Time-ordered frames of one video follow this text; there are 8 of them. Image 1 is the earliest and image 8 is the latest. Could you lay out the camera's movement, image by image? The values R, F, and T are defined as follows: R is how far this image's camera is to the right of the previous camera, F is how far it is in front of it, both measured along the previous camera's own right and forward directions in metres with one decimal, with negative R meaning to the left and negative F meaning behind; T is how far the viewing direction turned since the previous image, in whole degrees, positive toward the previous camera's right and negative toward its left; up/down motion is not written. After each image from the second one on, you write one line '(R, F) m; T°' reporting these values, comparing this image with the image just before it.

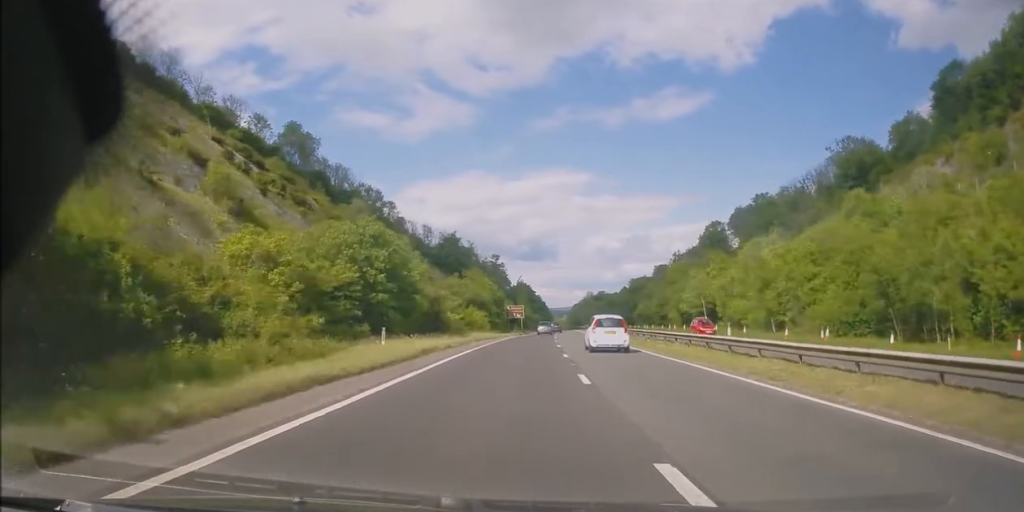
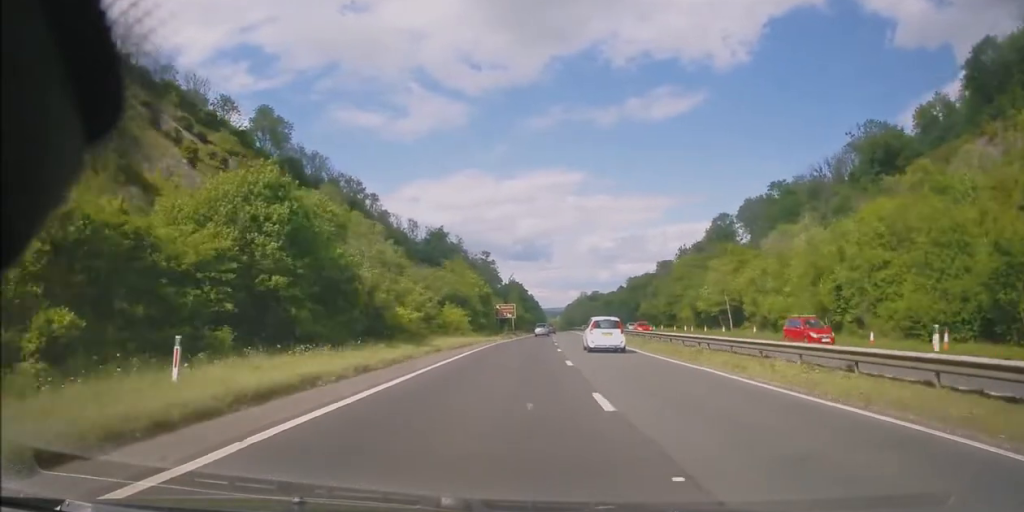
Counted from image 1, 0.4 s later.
(0.0, +12.8) m; 0°
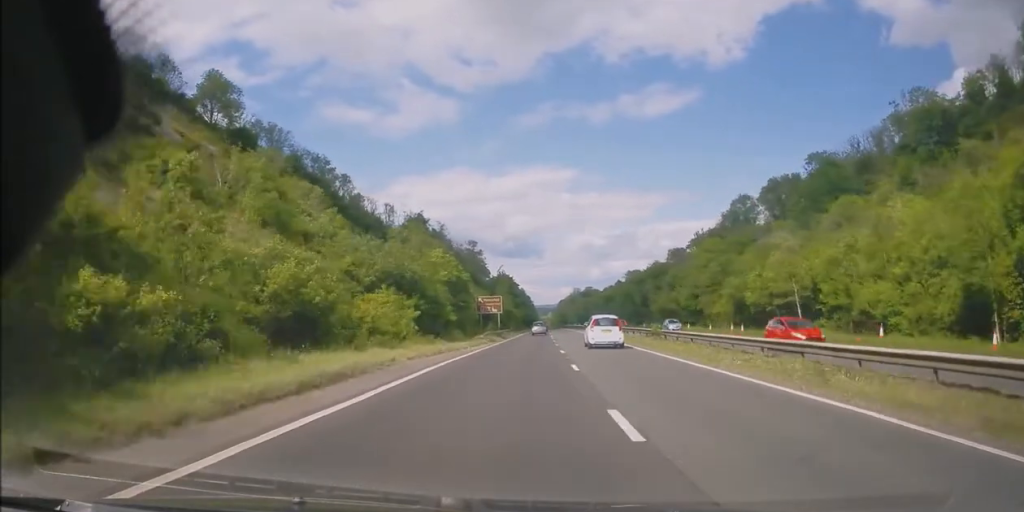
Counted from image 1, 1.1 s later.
(-0.2, +20.7) m; 0°
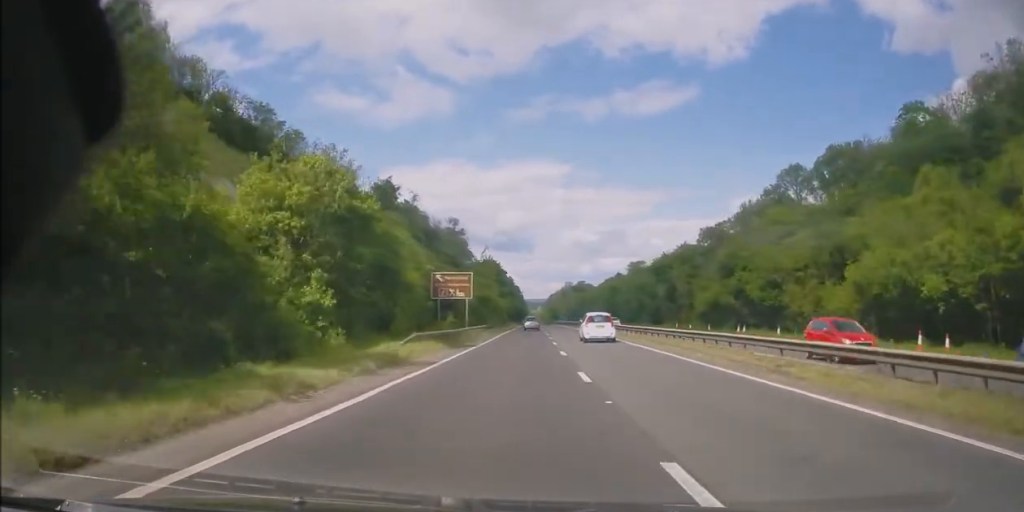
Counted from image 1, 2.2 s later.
(+0.5, +30.3) m; +2°
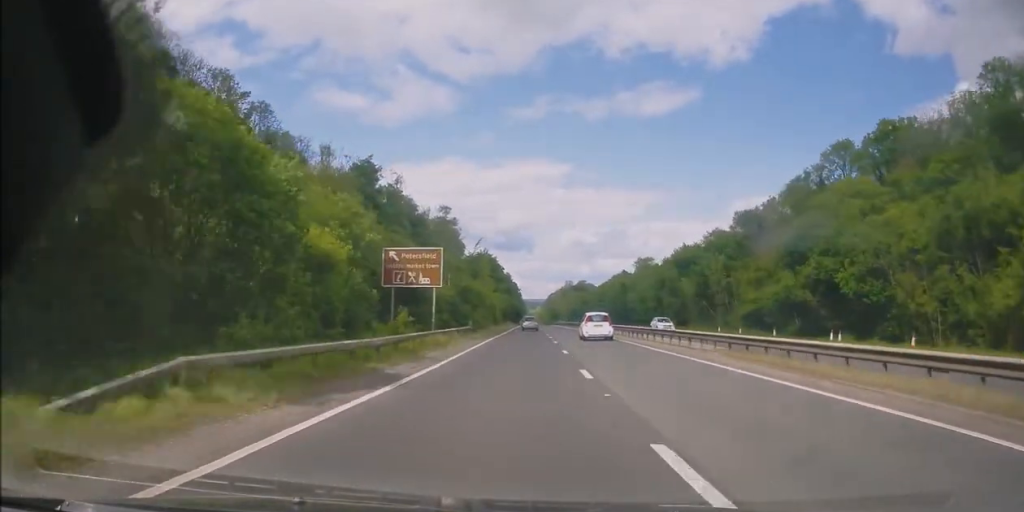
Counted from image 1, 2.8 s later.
(+0.2, +17.4) m; 0°
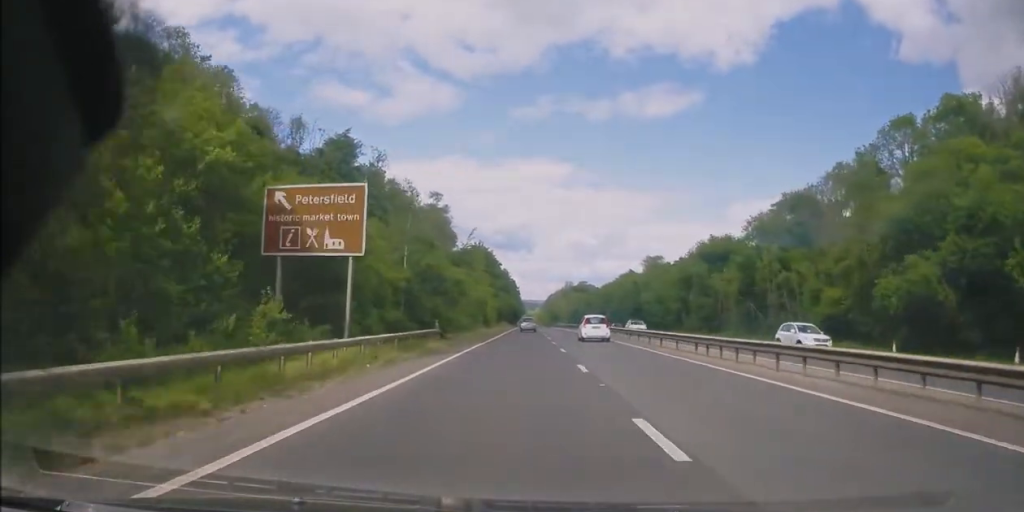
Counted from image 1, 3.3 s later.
(+0.1, +16.4) m; 0°
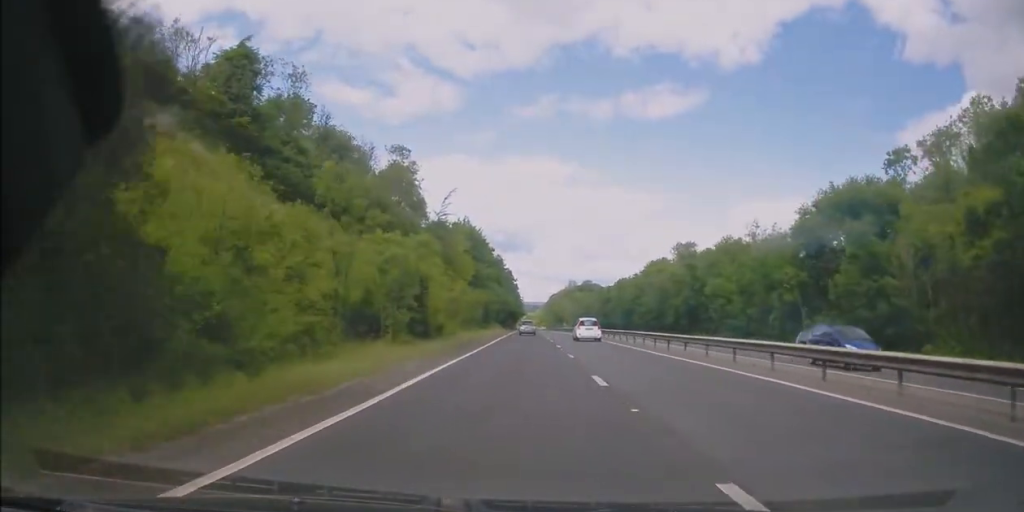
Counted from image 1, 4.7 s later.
(0.0, +39.3) m; 0°
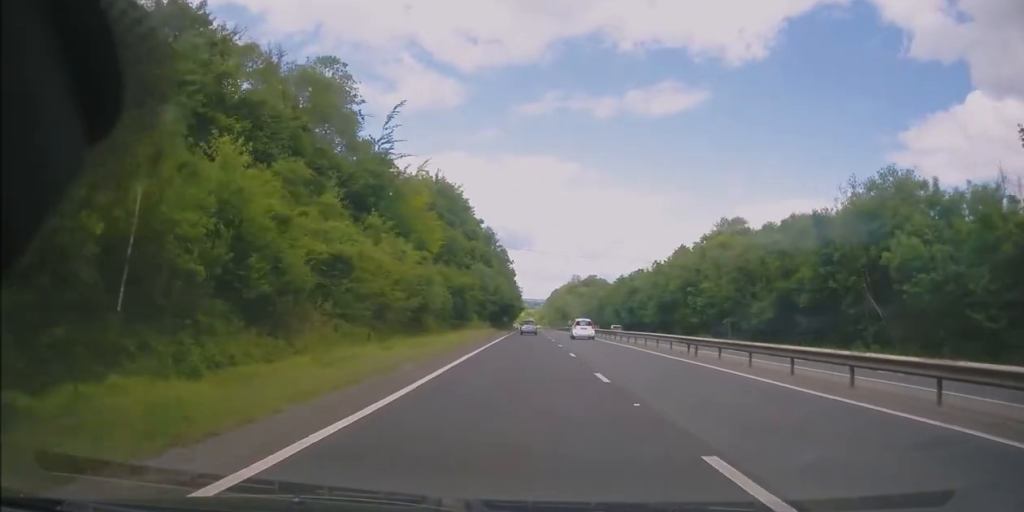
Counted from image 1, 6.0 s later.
(0.0, +36.3) m; 0°
